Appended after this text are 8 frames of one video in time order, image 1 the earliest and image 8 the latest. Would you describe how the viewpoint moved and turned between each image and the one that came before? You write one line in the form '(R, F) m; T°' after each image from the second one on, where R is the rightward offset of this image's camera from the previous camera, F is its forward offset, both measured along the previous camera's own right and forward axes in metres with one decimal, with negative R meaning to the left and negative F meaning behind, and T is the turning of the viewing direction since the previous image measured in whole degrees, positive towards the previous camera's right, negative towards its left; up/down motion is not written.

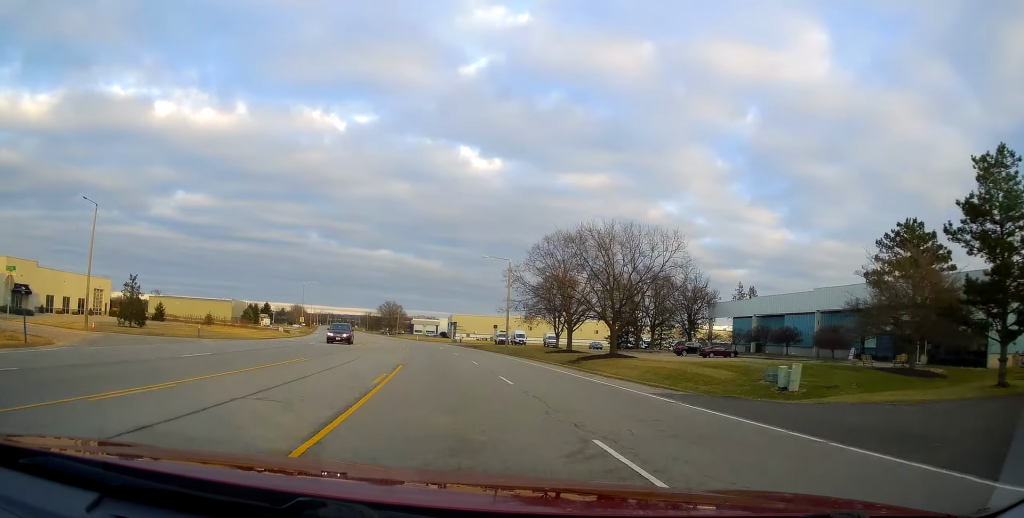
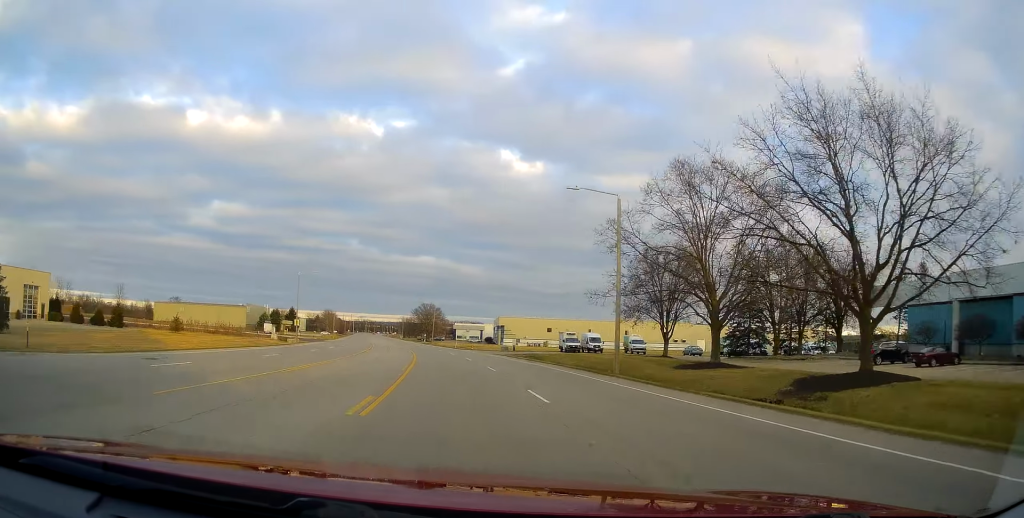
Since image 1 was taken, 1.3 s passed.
(-1.4, +27.6) m; -4°
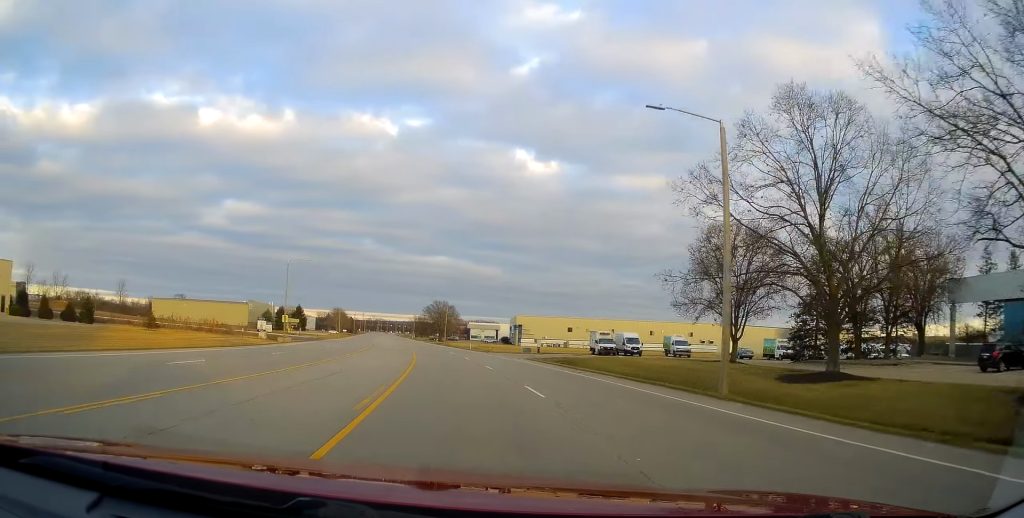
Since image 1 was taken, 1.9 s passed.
(-0.4, +11.0) m; -1°
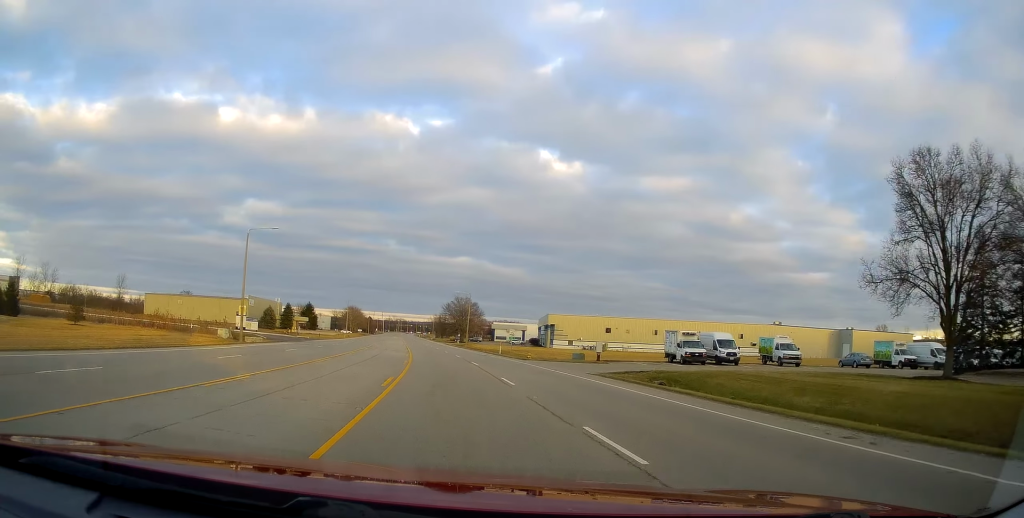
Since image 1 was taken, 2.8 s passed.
(+0.4, +19.3) m; -2°
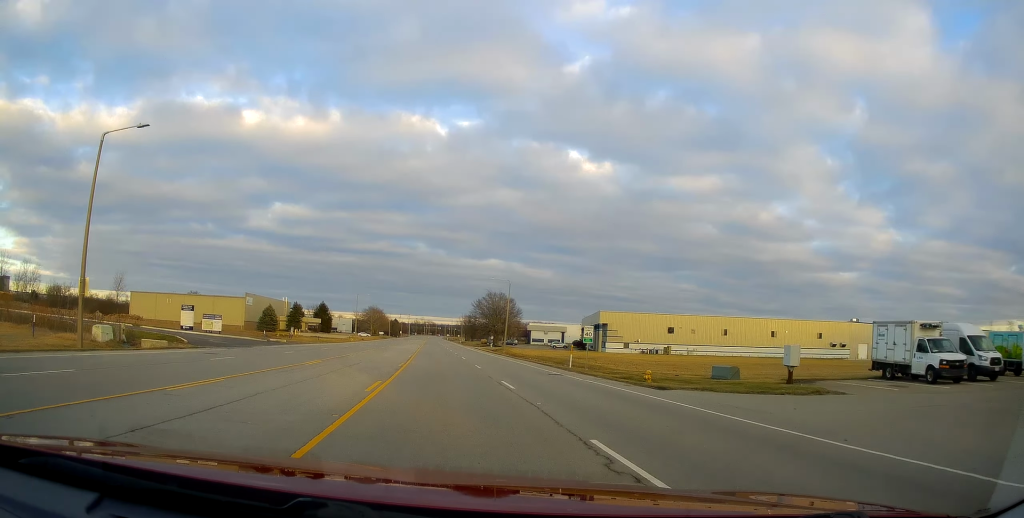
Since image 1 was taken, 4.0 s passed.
(-1.2, +25.1) m; -3°
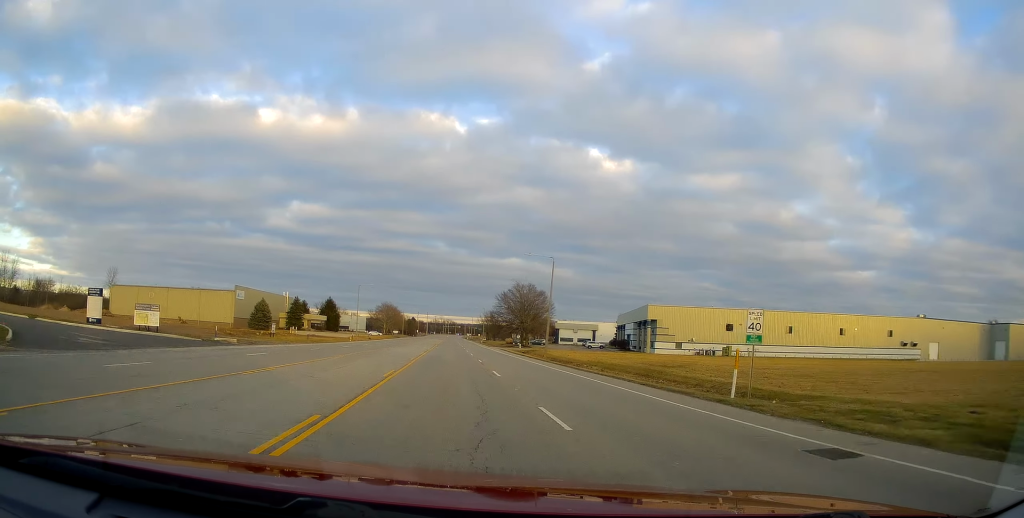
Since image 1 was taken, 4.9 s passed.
(0.0, +19.8) m; -3°
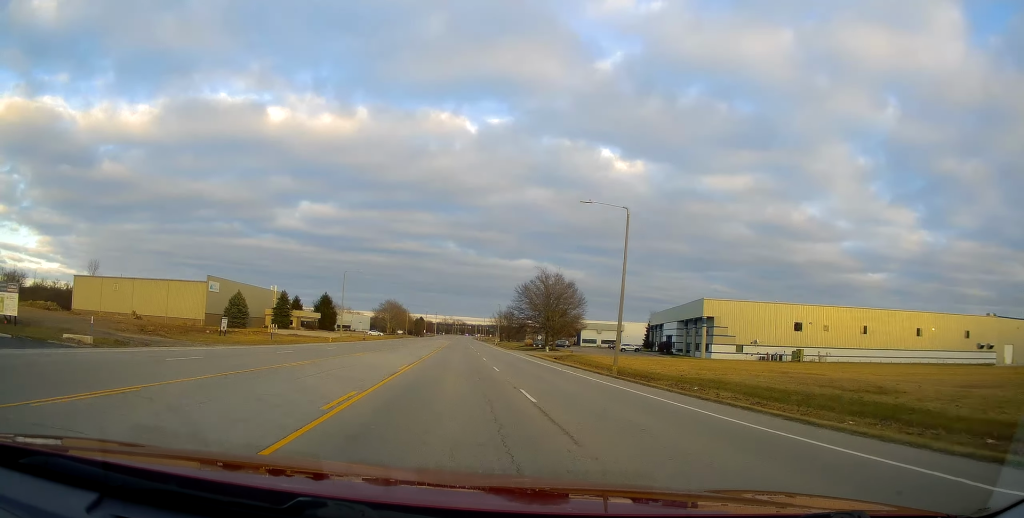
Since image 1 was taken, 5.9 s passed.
(-1.0, +20.7) m; -1°
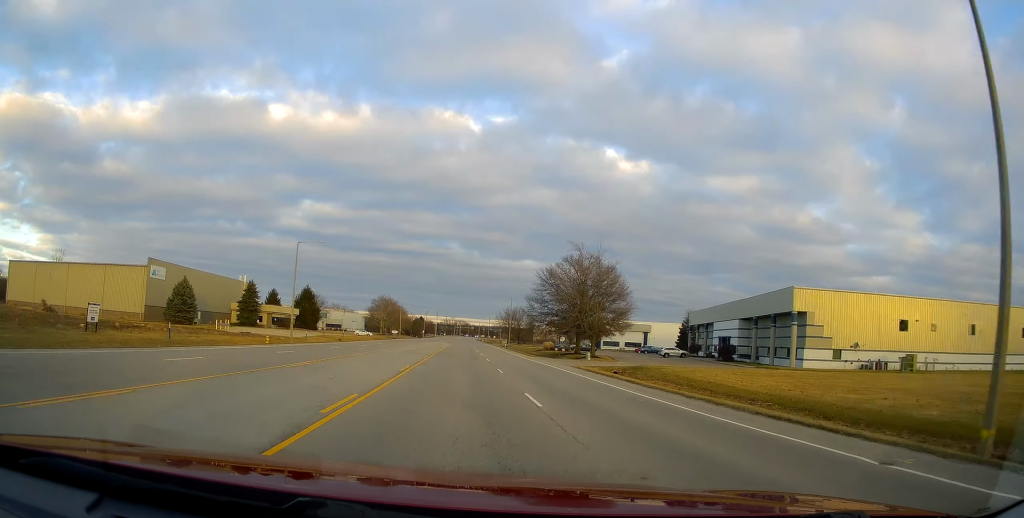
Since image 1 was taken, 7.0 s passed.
(+0.7, +24.5) m; +1°
